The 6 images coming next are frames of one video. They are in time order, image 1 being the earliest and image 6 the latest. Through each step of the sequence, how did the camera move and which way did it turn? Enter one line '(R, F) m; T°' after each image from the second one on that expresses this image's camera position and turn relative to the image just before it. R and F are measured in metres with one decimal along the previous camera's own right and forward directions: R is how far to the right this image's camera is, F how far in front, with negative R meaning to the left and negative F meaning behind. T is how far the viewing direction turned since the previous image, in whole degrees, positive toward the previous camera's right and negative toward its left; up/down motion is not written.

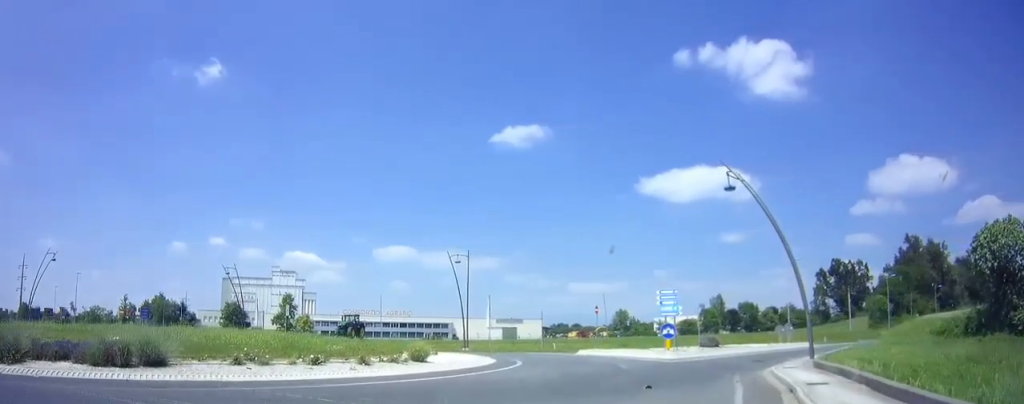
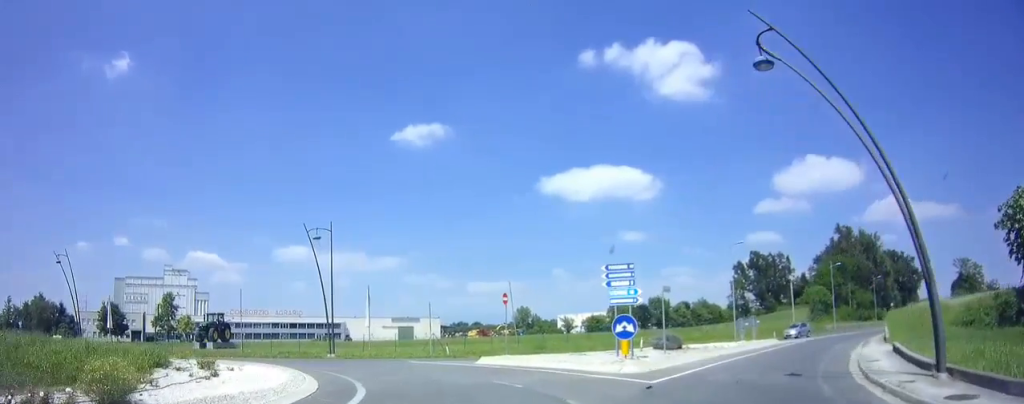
(+0.9, +10.5) m; +9°
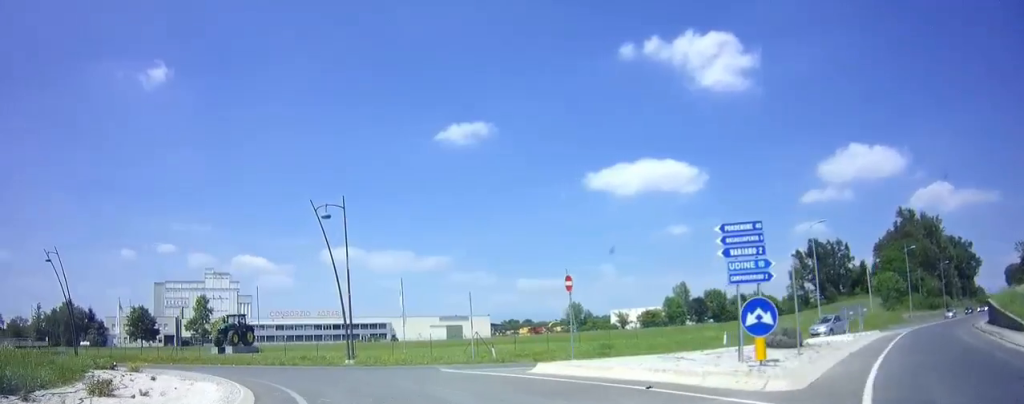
(+0.1, +6.3) m; -5°
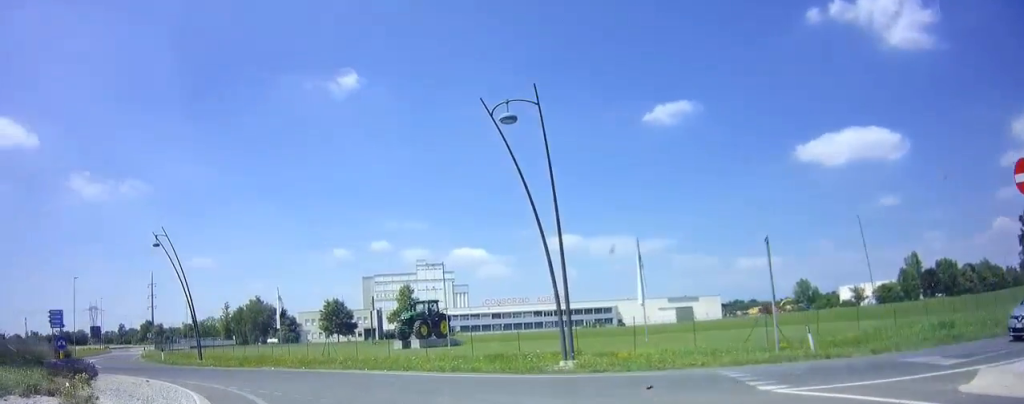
(-1.9, +10.9) m; -23°
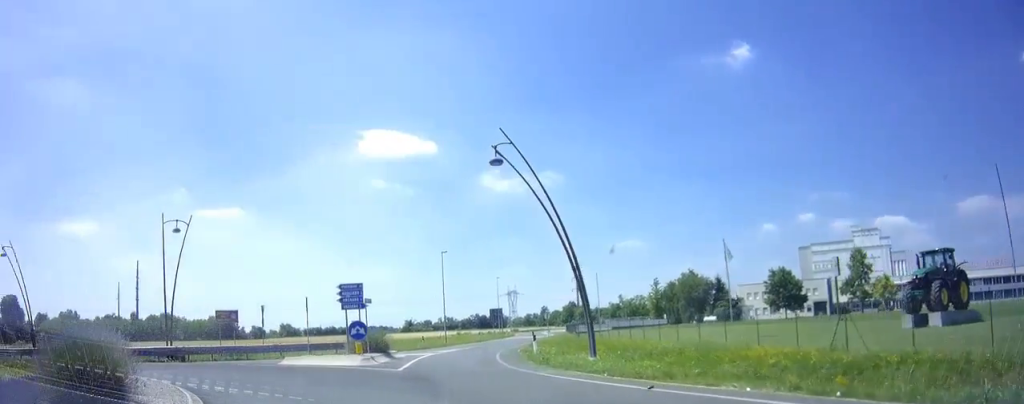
(-5.5, +13.6) m; -46°
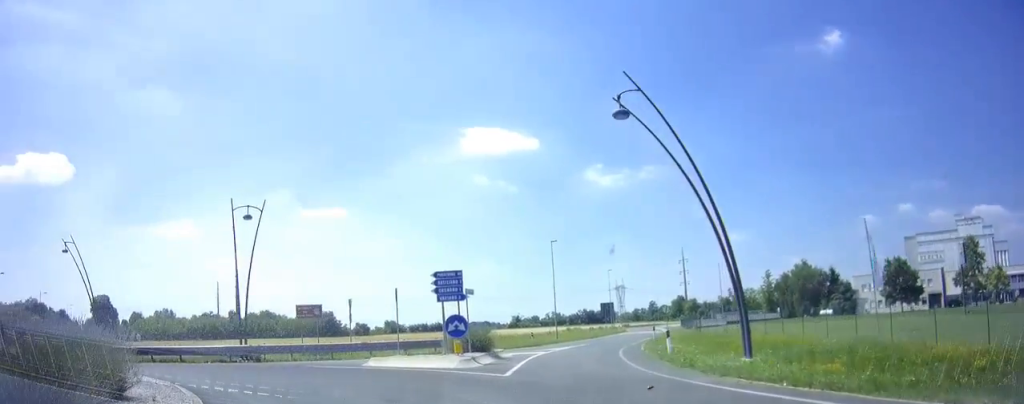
(-0.3, +3.6) m; -11°
